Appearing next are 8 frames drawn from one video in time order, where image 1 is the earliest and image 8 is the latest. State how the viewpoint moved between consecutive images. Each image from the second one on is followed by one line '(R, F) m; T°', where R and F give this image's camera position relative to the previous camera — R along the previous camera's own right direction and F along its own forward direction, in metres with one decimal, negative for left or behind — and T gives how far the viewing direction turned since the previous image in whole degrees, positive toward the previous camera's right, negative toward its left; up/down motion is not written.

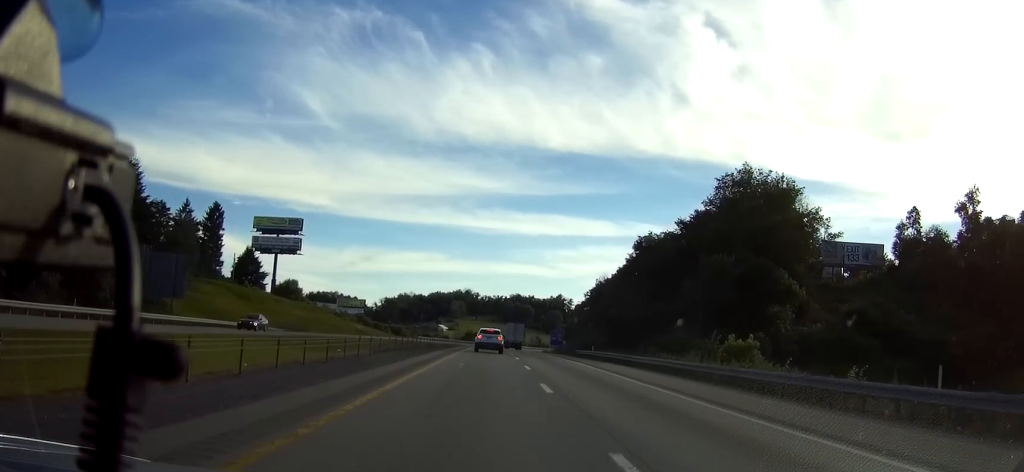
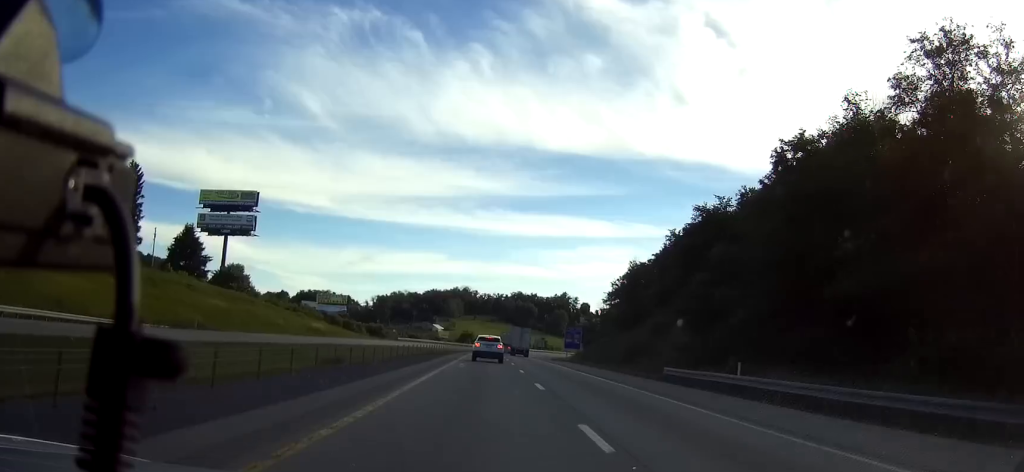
(0.0, +43.8) m; 0°
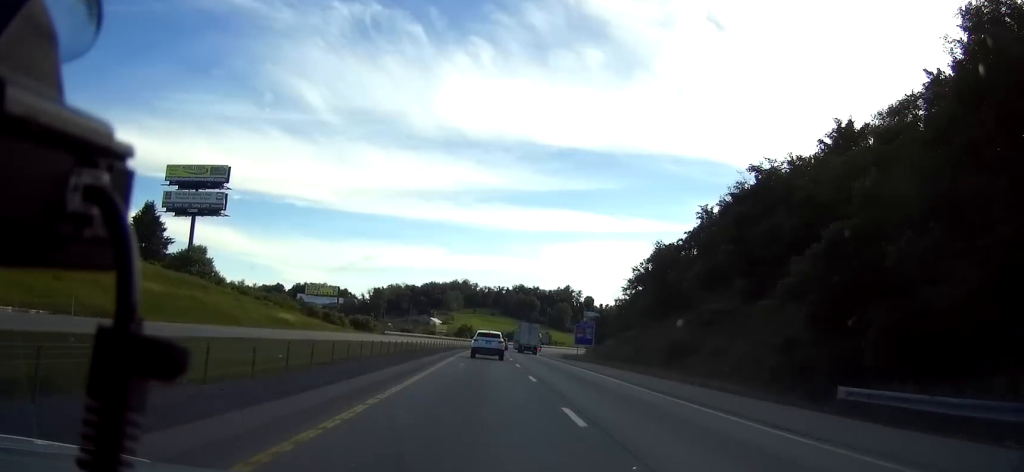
(0.0, +21.5) m; 0°
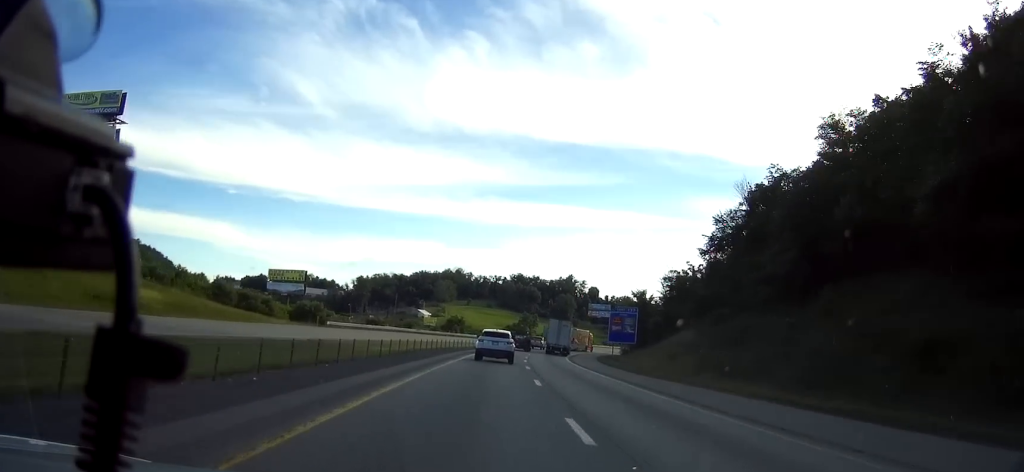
(+0.3, +49.6) m; +2°
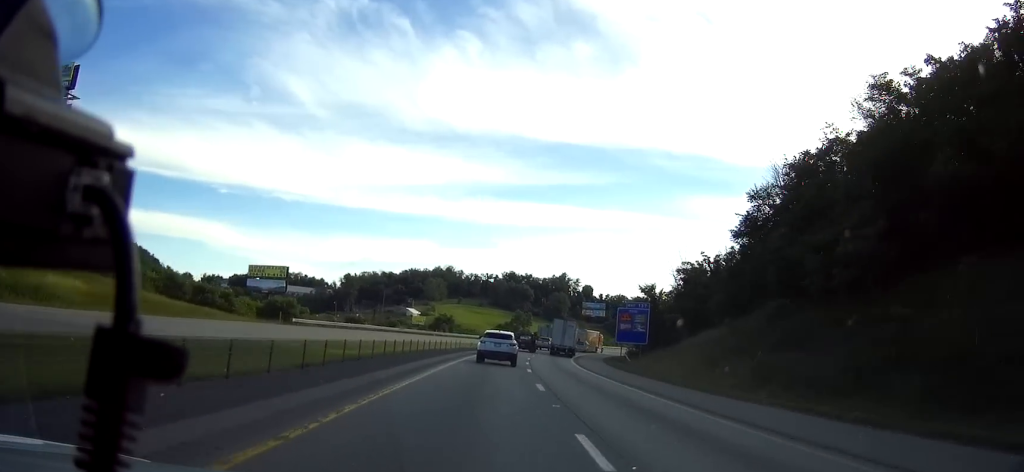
(+0.4, +13.4) m; +1°
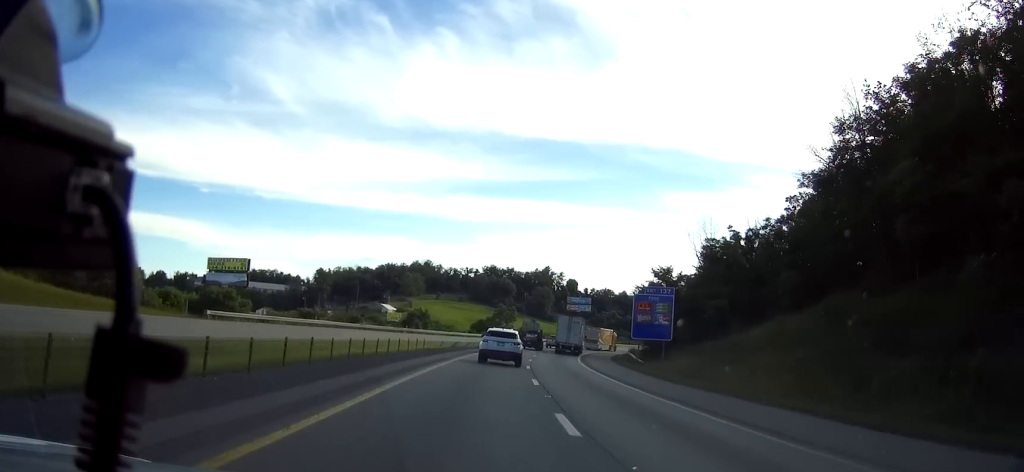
(+0.4, +21.6) m; +1°
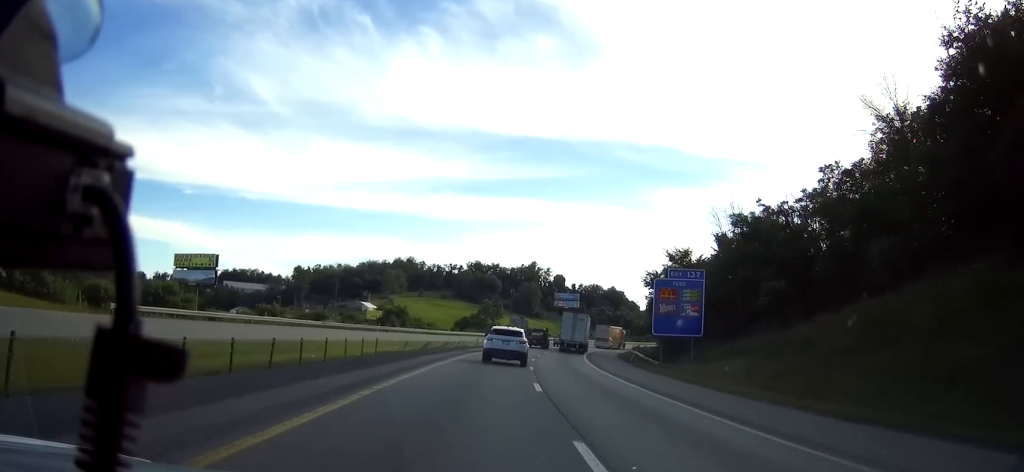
(0.0, +15.2) m; 0°
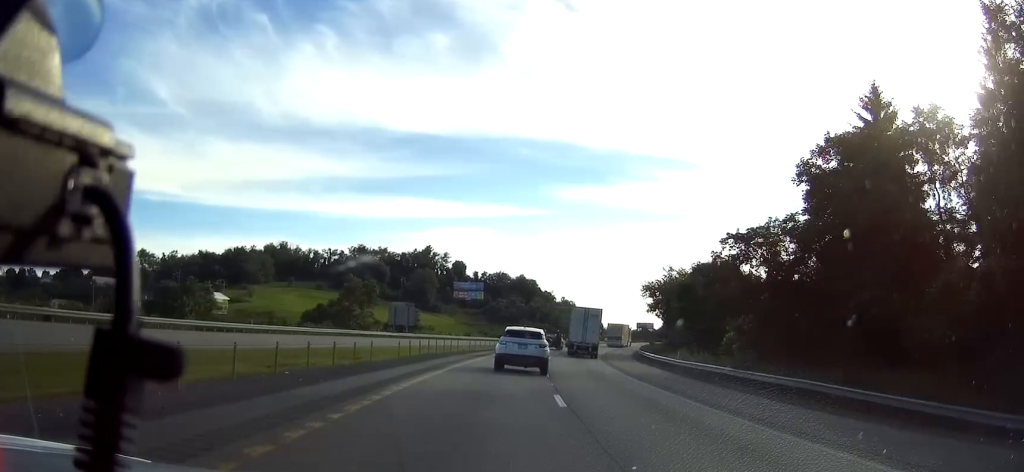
(+4.2, +75.2) m; +9°
